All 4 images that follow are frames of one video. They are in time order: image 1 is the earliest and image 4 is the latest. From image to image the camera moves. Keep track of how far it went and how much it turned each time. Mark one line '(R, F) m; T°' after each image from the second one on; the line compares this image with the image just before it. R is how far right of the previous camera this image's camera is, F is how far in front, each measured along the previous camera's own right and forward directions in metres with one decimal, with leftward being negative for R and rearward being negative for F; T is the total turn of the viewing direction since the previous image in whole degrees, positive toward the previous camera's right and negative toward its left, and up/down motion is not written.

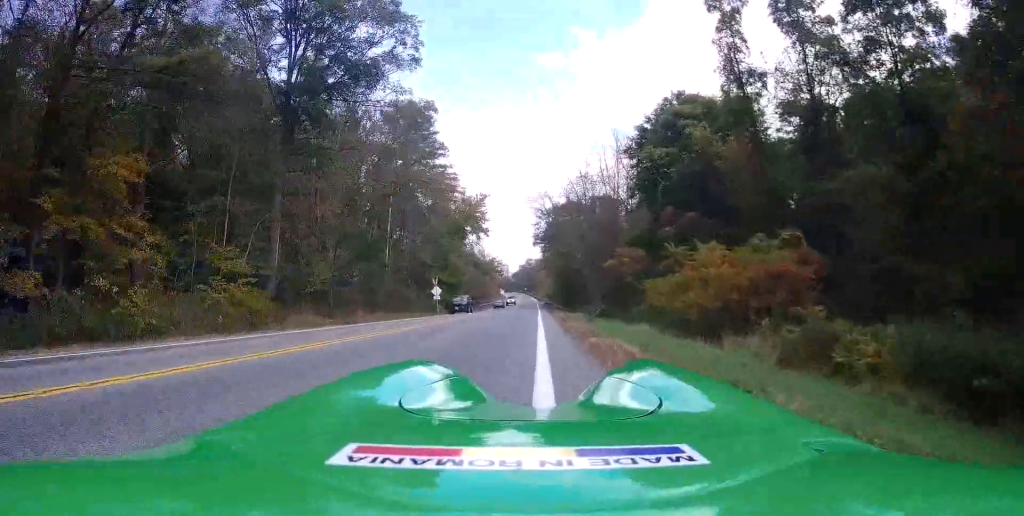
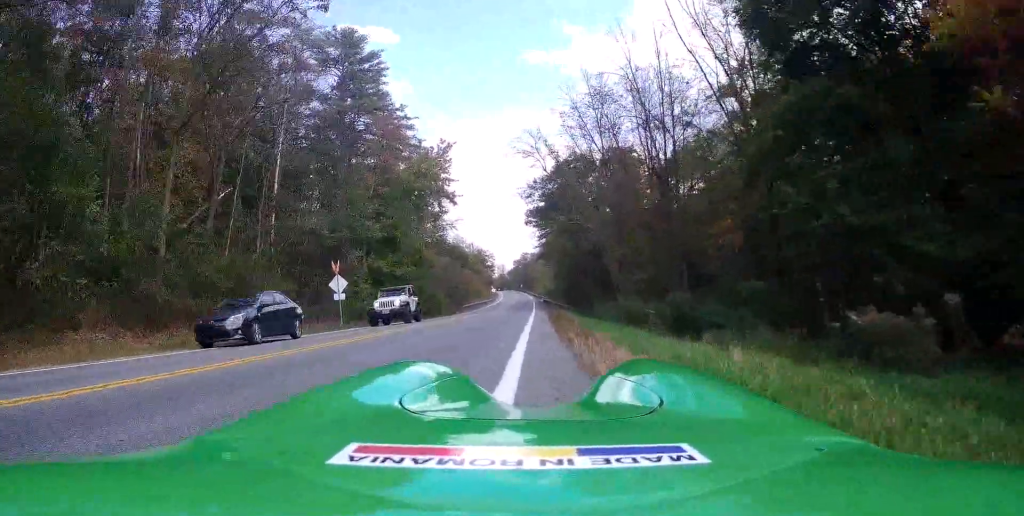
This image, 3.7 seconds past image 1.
(0.0, +26.8) m; +1°
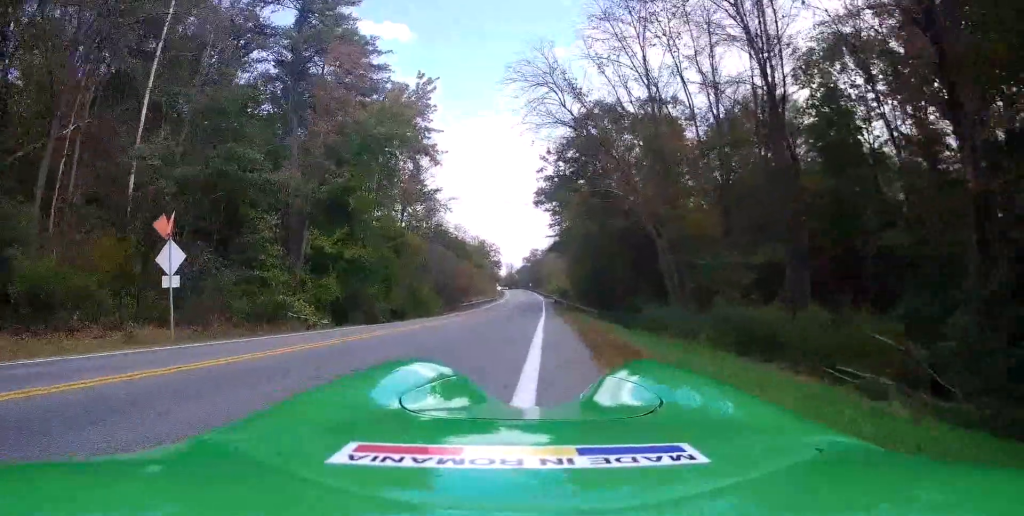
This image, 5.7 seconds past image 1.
(+0.3, +16.4) m; +3°
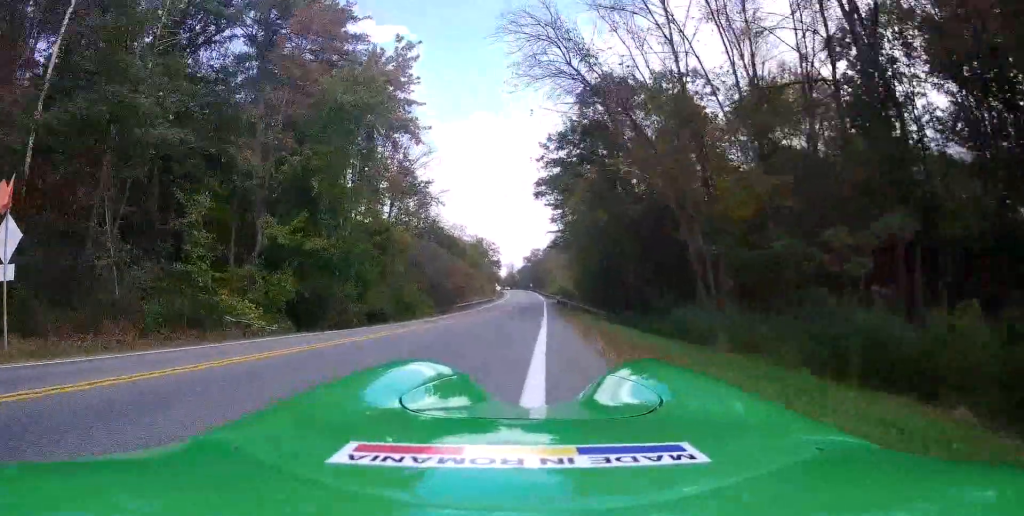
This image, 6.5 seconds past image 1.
(+0.1, +6.2) m; +1°
